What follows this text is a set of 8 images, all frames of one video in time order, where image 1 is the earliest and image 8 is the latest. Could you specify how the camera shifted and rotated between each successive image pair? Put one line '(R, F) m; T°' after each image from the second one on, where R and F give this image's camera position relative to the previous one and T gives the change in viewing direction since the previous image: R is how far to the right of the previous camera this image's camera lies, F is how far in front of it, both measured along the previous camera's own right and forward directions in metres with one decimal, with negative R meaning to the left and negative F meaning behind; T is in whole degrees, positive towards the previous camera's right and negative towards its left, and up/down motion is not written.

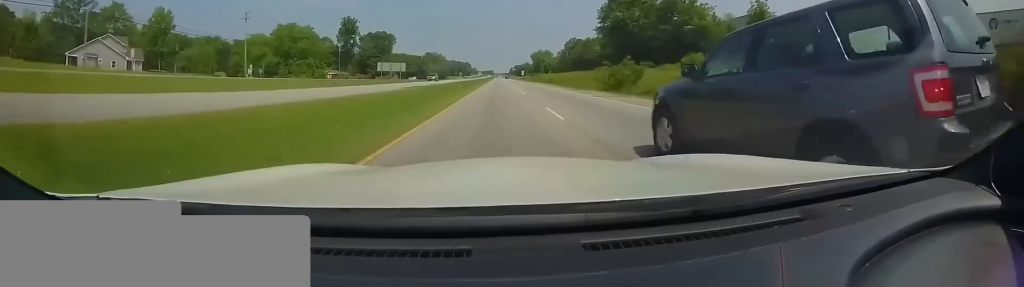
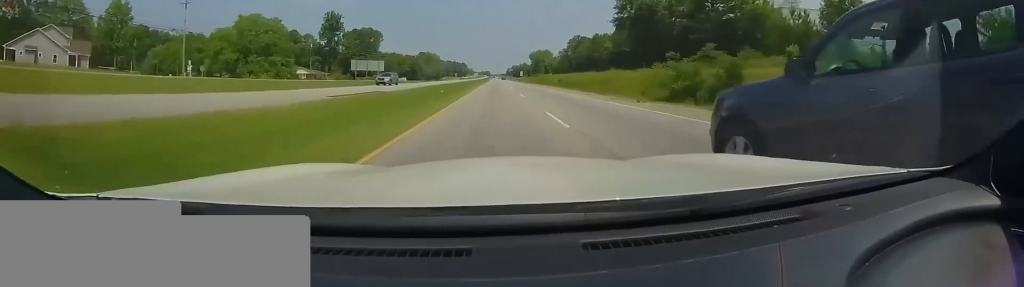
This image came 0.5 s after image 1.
(0.0, +12.1) m; 0°
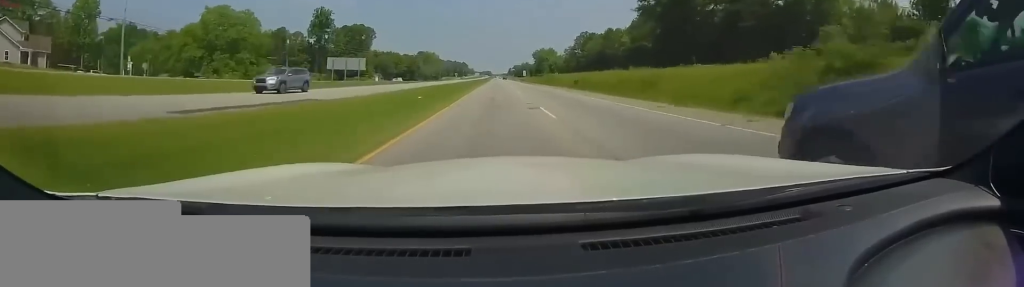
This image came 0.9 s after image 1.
(0.0, +10.9) m; 0°
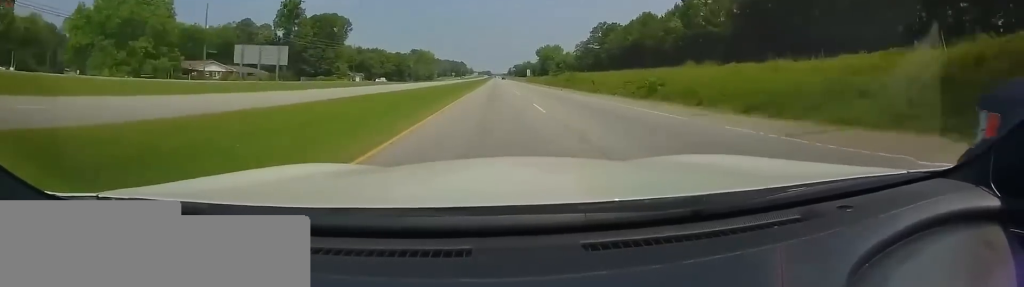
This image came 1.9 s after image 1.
(+0.1, +23.9) m; 0°
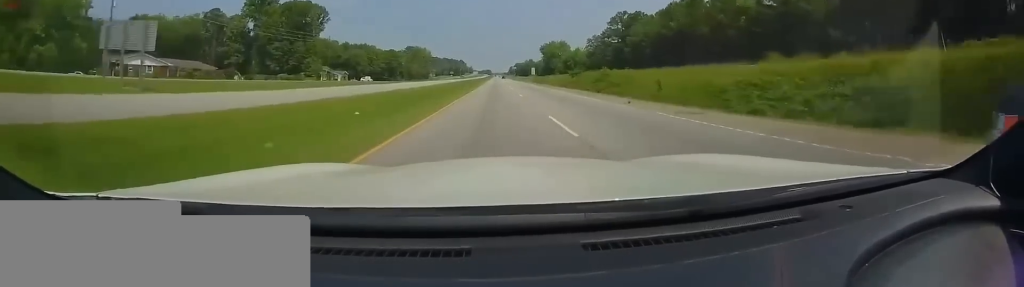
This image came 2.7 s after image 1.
(-0.1, +17.9) m; 0°
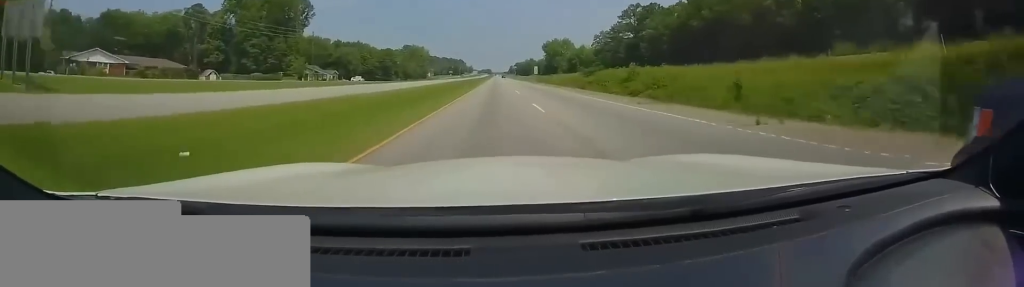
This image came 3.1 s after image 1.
(-0.1, +9.2) m; 0°
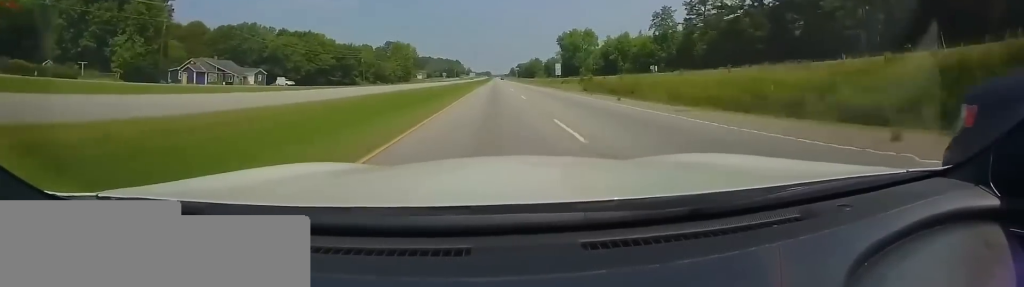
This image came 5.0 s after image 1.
(+0.2, +46.3) m; 0°
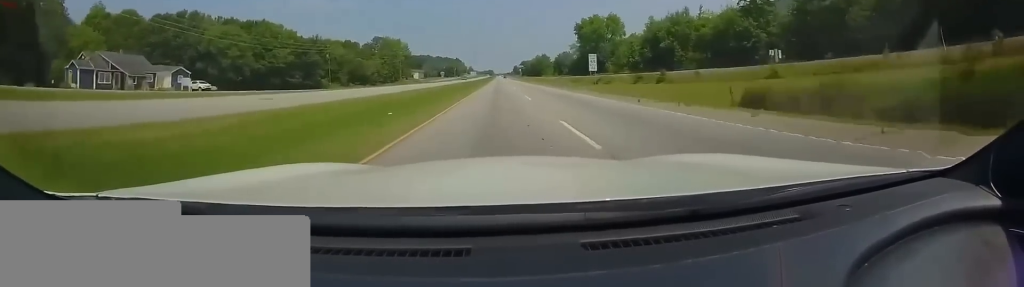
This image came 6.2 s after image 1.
(+0.2, +29.6) m; 0°
